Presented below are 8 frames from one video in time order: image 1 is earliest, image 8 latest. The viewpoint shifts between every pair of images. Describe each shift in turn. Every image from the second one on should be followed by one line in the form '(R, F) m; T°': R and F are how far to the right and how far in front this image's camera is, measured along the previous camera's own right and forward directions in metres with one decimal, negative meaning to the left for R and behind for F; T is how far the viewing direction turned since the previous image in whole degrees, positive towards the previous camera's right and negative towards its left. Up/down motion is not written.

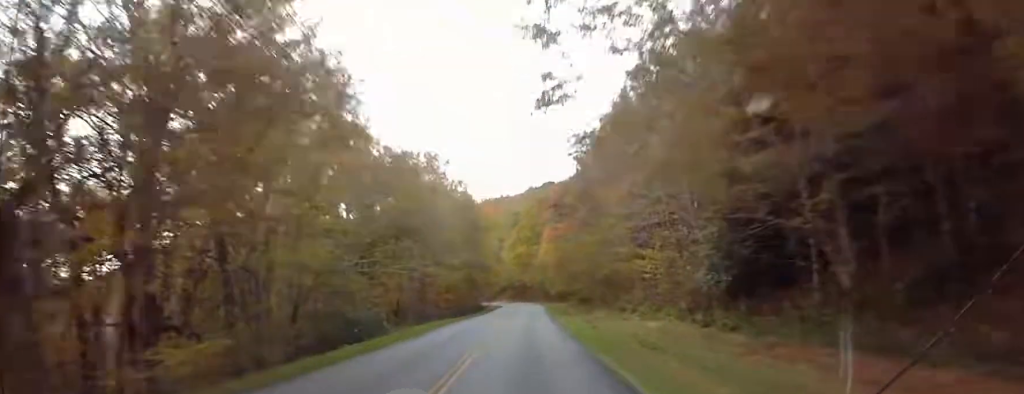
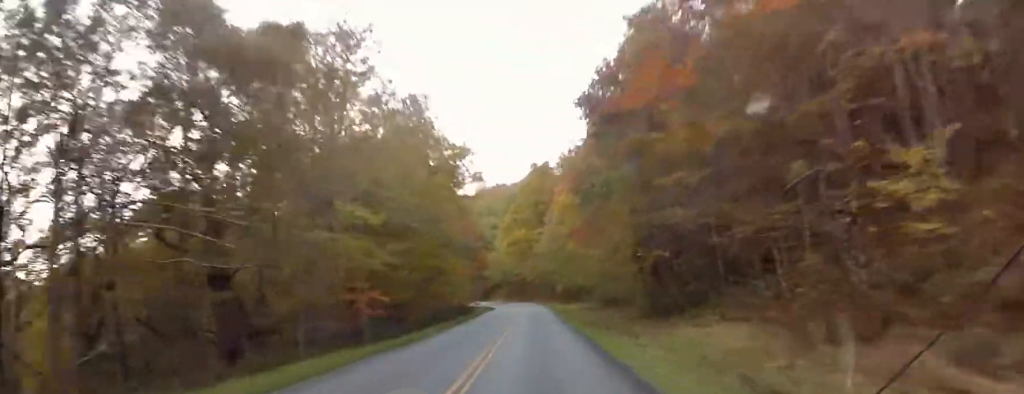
(+0.4, +35.1) m; +1°
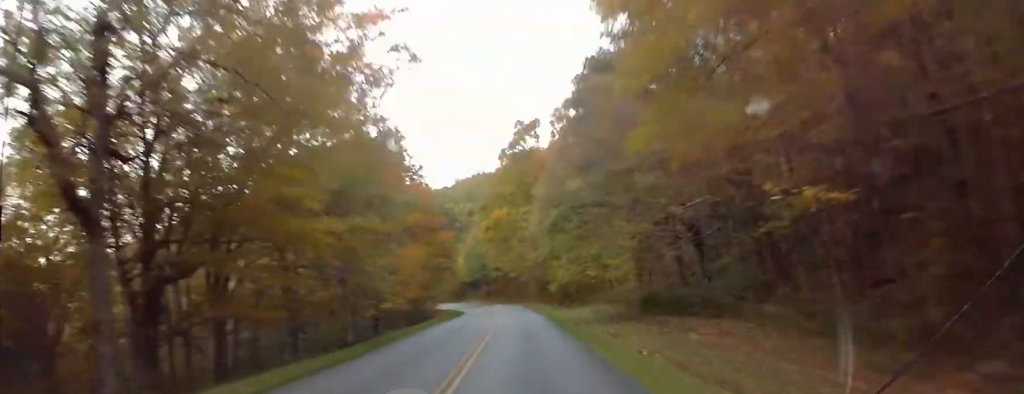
(+0.6, +30.0) m; +1°
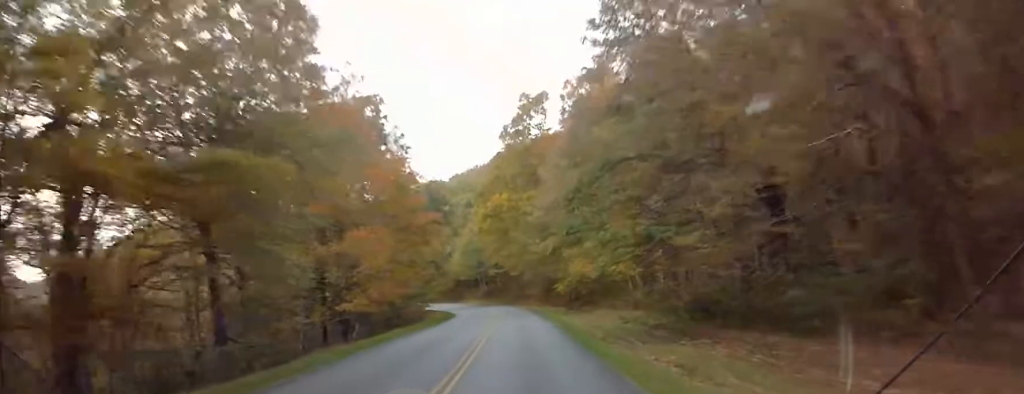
(-0.3, +12.8) m; -1°
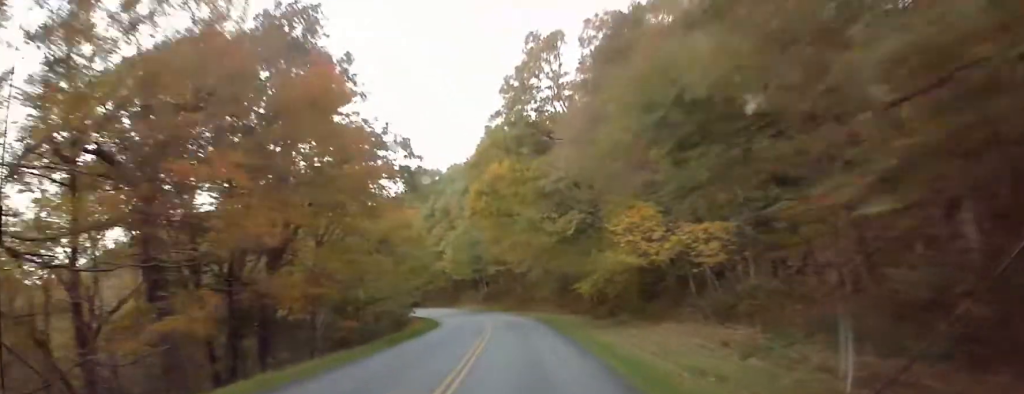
(-0.1, +19.5) m; -2°
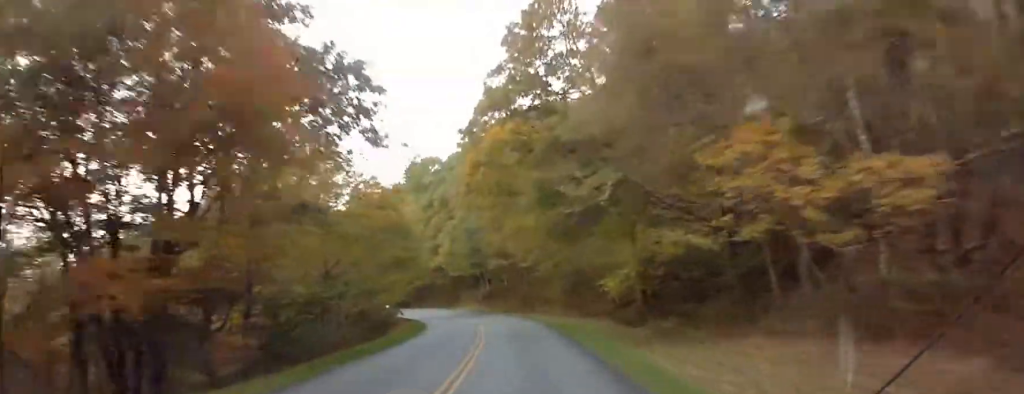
(0.0, +12.0) m; -2°
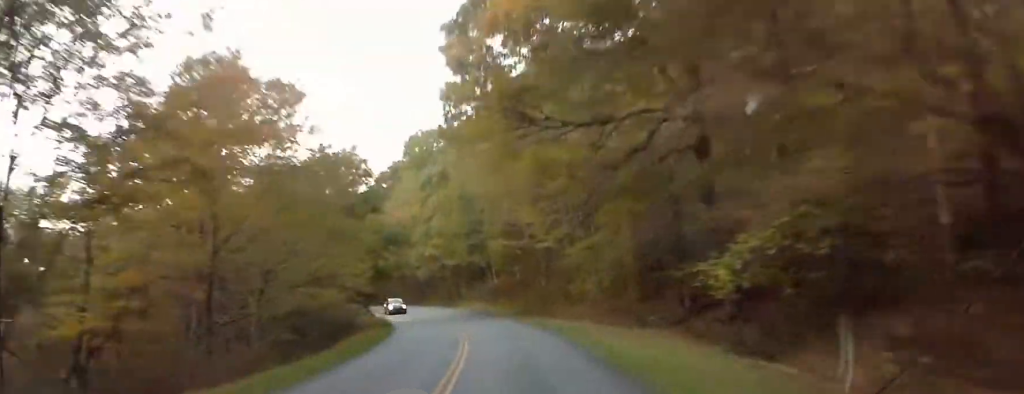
(-0.8, +18.9) m; -2°
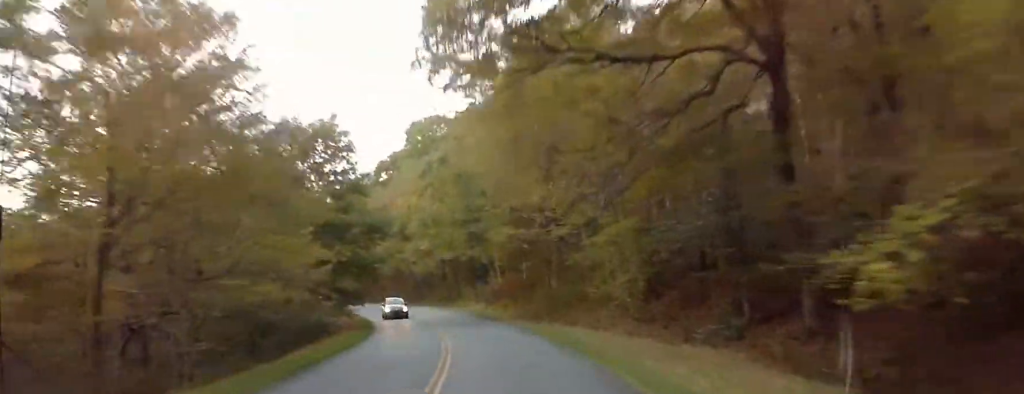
(0.0, +8.3) m; 0°
